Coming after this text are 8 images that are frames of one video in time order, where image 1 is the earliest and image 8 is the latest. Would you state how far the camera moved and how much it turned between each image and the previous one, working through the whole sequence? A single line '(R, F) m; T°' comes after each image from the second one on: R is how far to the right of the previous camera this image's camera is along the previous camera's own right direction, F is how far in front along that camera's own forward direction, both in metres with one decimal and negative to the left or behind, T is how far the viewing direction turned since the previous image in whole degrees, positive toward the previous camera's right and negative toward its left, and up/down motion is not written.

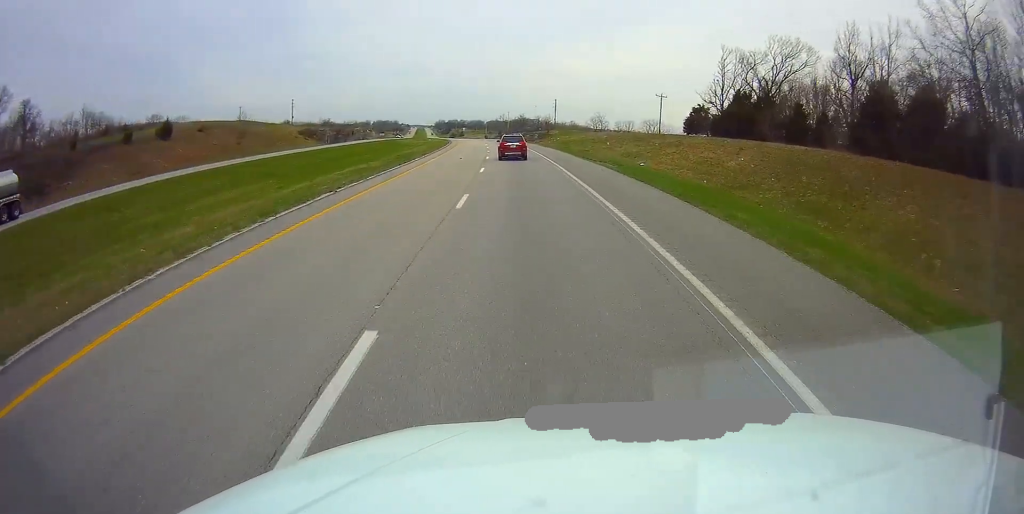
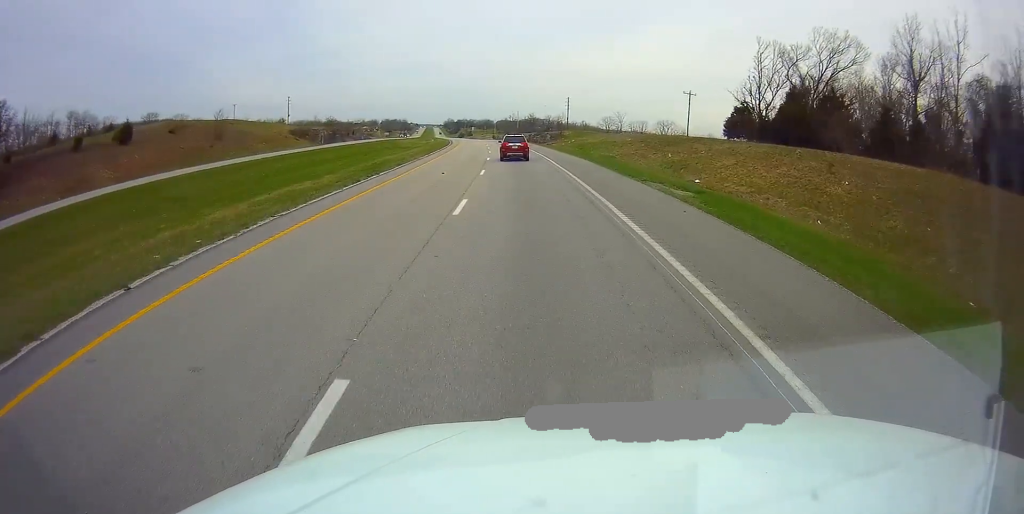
(-0.1, +13.5) m; -1°
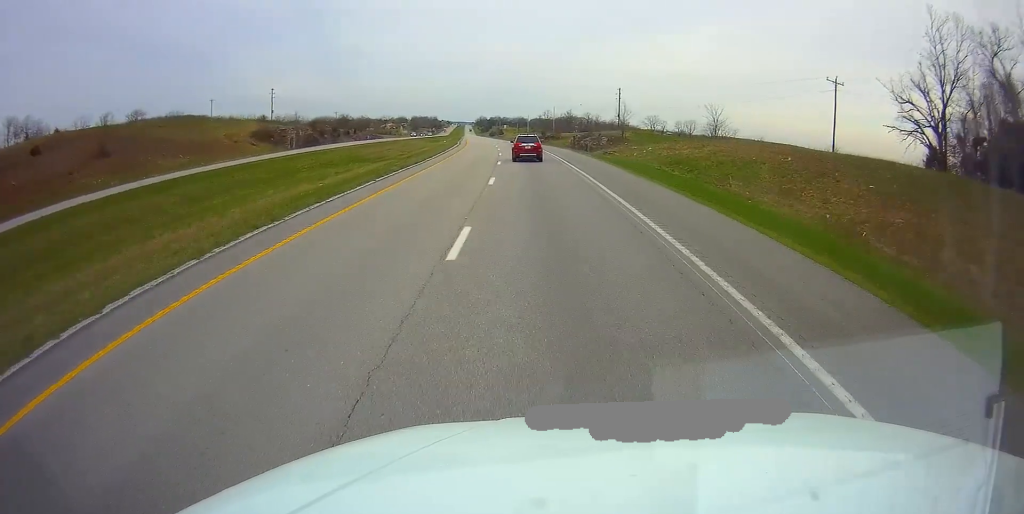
(-1.1, +41.3) m; -4°
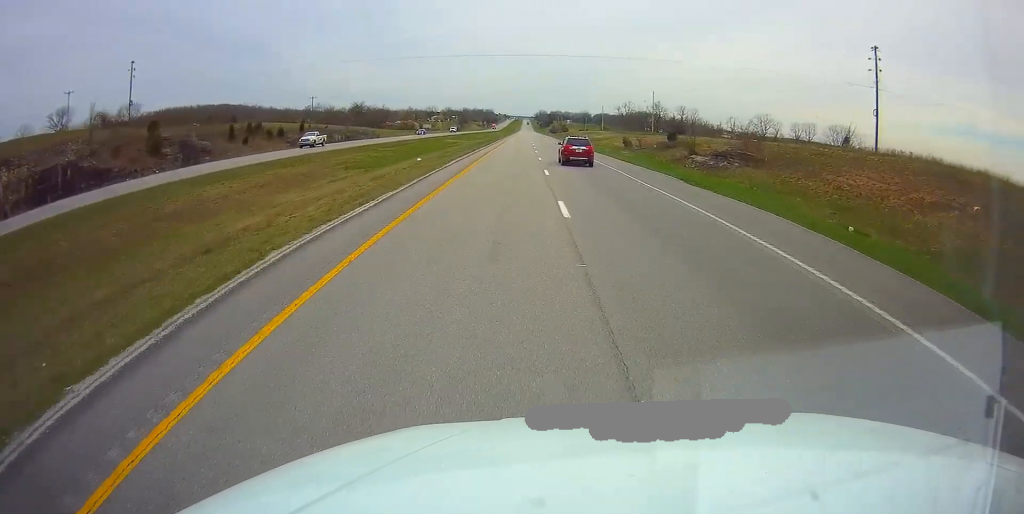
(-4.6, +93.6) m; -4°
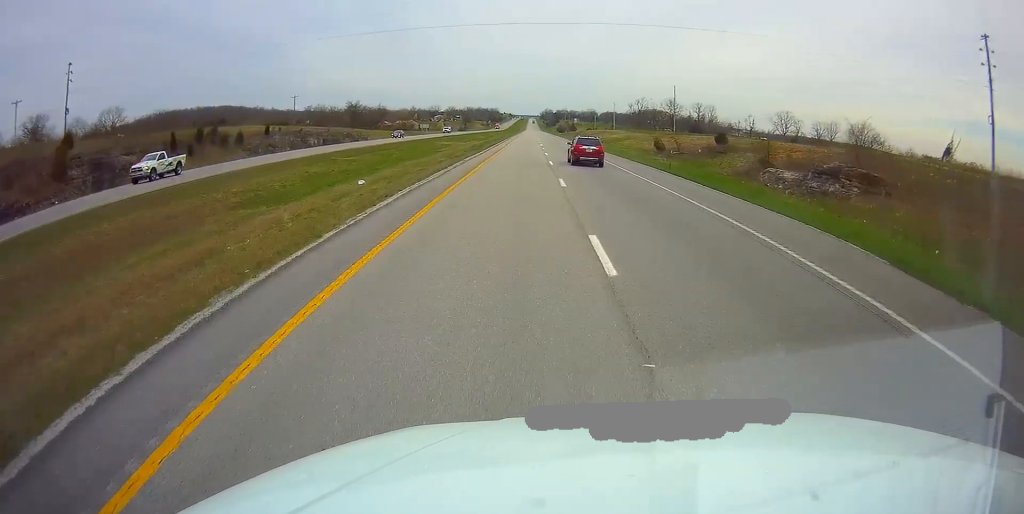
(-0.1, +17.8) m; 0°
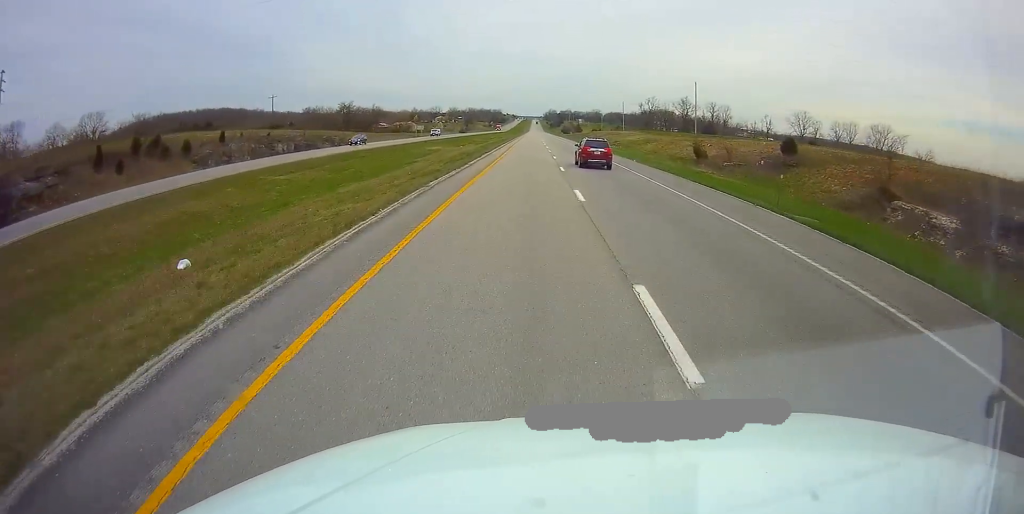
(0.0, +15.7) m; 0°
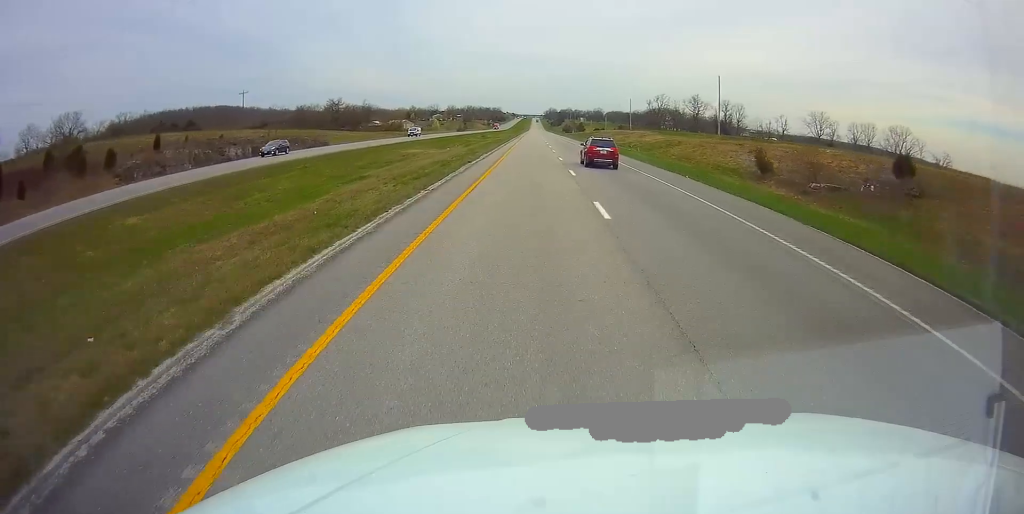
(0.0, +15.7) m; 0°
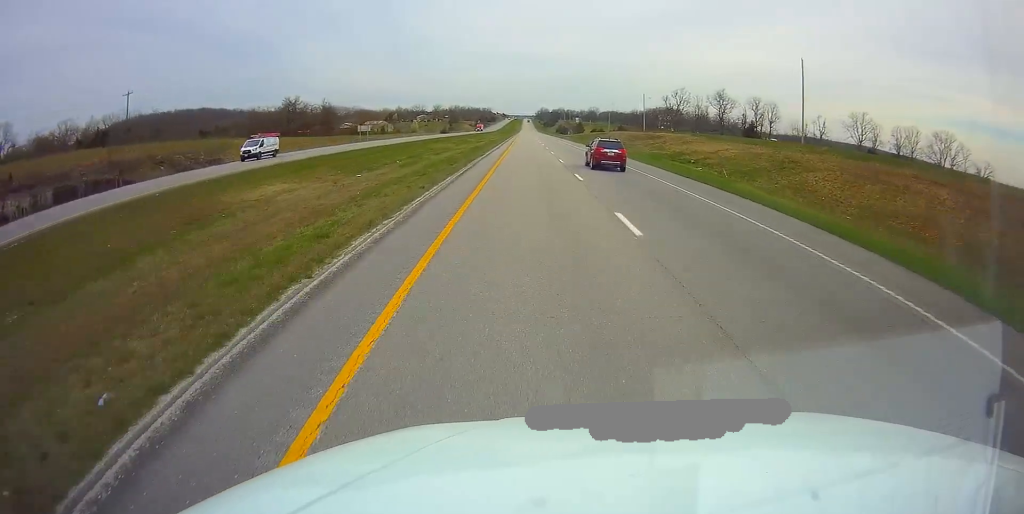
(+0.1, +38.8) m; 0°
